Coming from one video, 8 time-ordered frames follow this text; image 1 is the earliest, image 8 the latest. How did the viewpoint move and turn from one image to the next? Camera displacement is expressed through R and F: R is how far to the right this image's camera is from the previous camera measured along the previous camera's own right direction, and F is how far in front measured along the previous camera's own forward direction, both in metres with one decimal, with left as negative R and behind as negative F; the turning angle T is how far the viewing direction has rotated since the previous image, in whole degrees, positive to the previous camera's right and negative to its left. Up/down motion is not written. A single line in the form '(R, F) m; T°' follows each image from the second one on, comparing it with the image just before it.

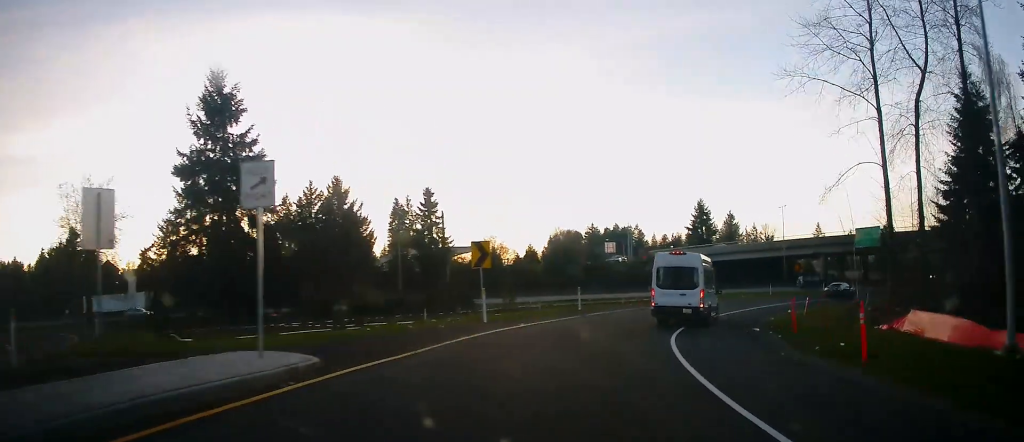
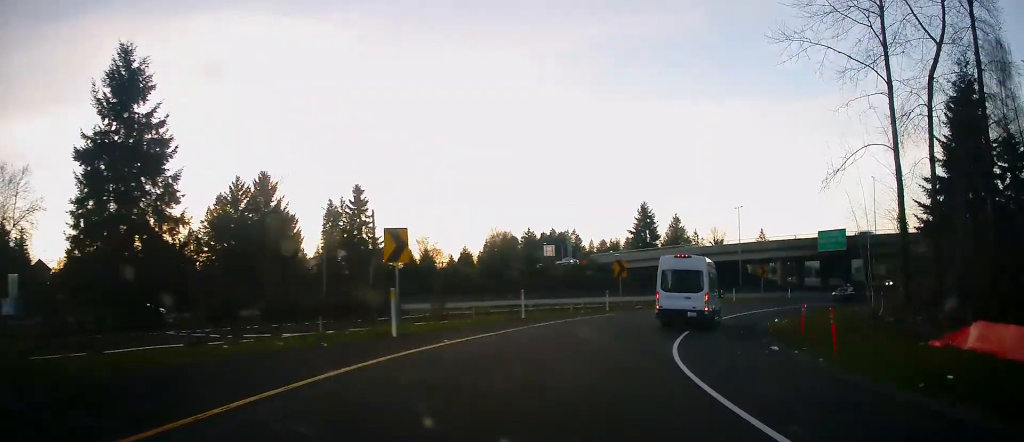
(+0.4, +6.5) m; +5°
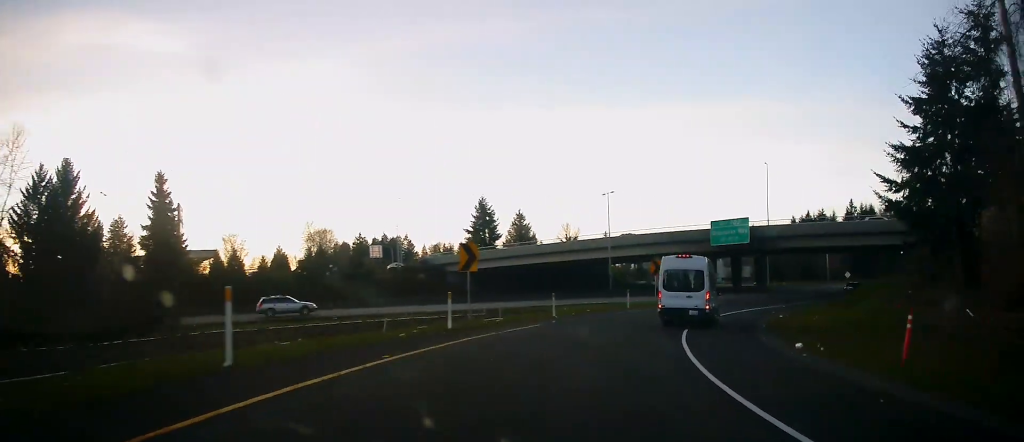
(+1.5, +16.3) m; +13°
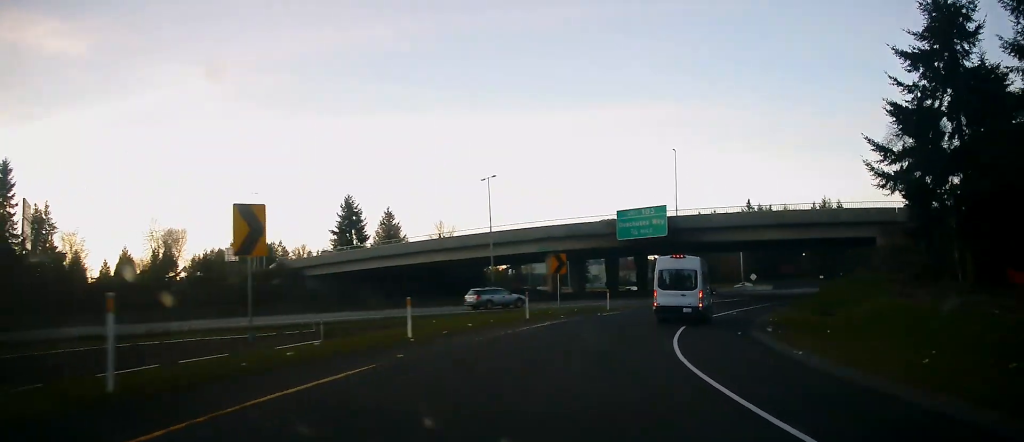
(+1.3, +12.2) m; +13°
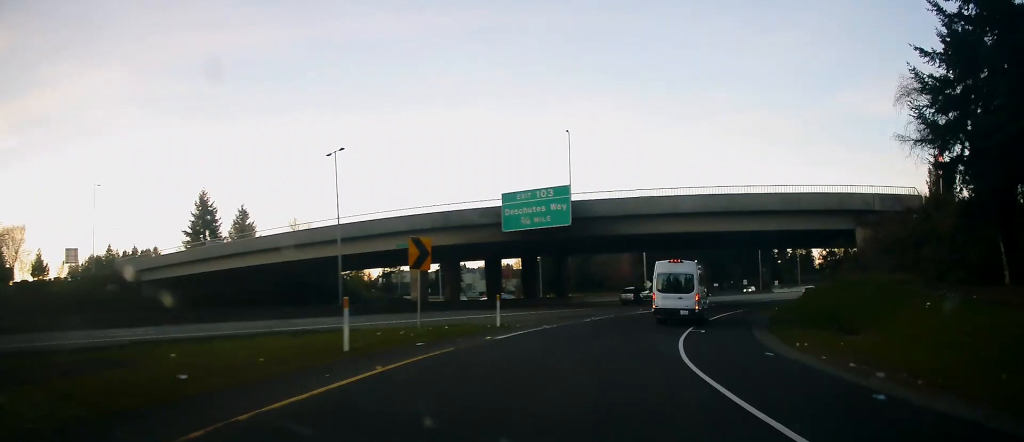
(+1.6, +12.9) m; +13°
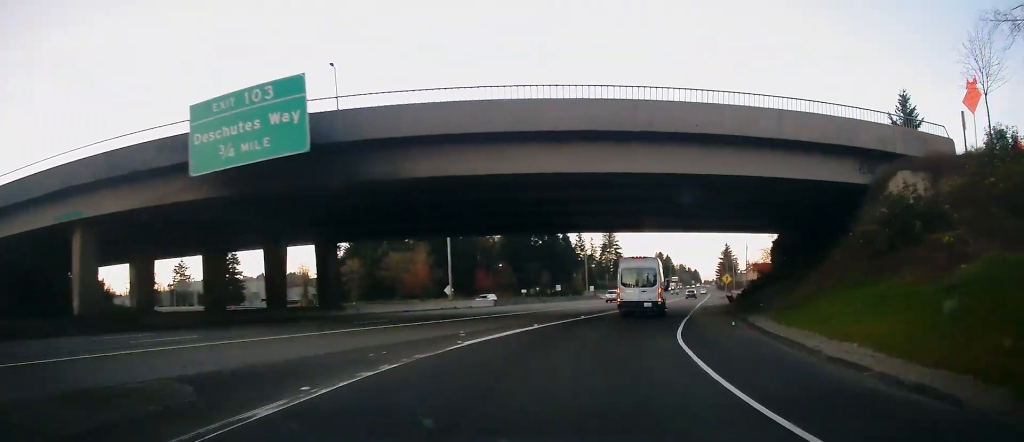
(+2.9, +19.9) m; +15°
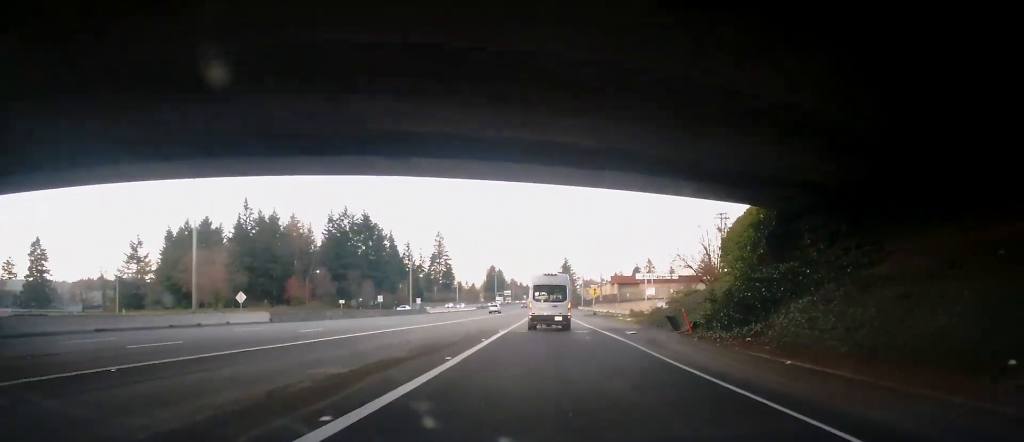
(+2.6, +19.5) m; +17°
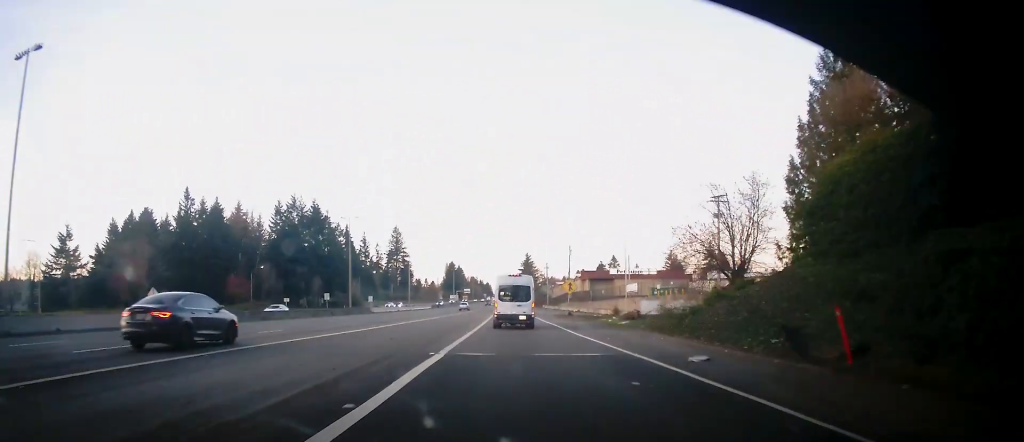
(+0.9, +12.9) m; +4°
